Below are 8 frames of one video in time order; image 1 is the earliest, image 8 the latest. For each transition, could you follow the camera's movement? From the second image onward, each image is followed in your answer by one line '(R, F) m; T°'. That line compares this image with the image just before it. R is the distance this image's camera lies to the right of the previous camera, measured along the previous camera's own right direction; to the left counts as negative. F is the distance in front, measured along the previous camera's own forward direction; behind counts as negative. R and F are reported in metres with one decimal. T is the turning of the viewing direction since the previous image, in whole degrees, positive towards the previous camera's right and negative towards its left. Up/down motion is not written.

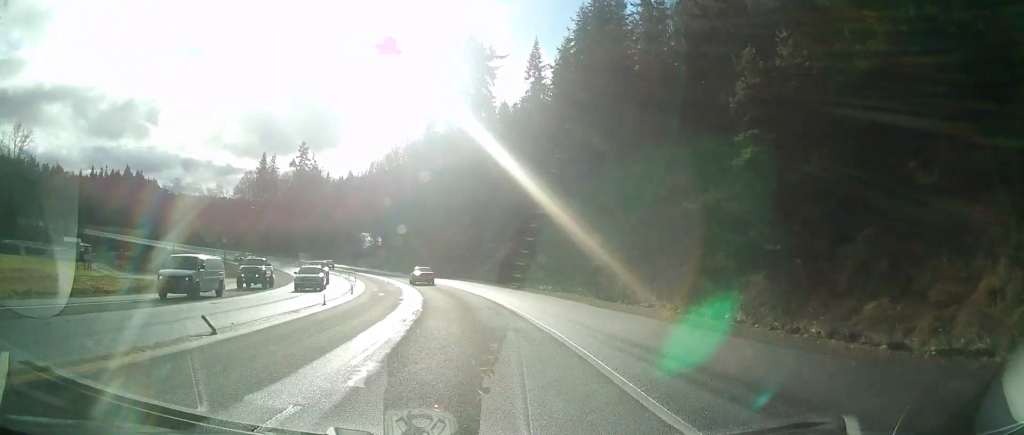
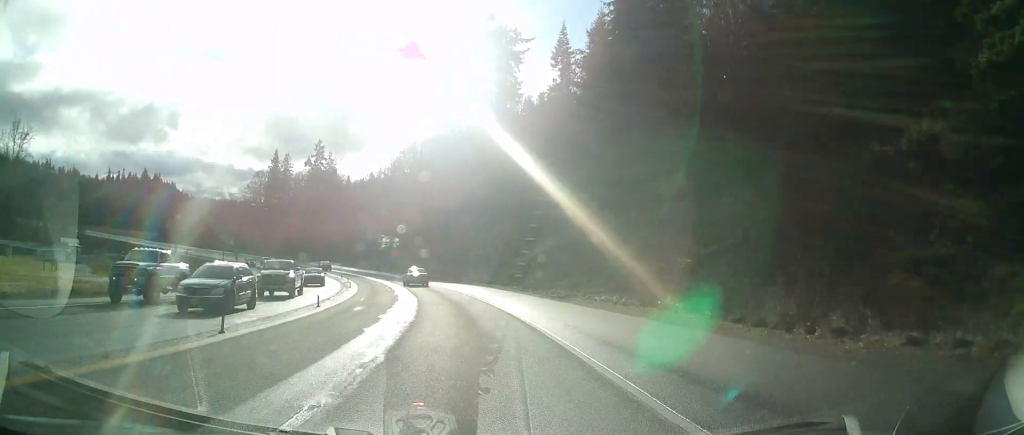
(-0.1, +13.1) m; -1°
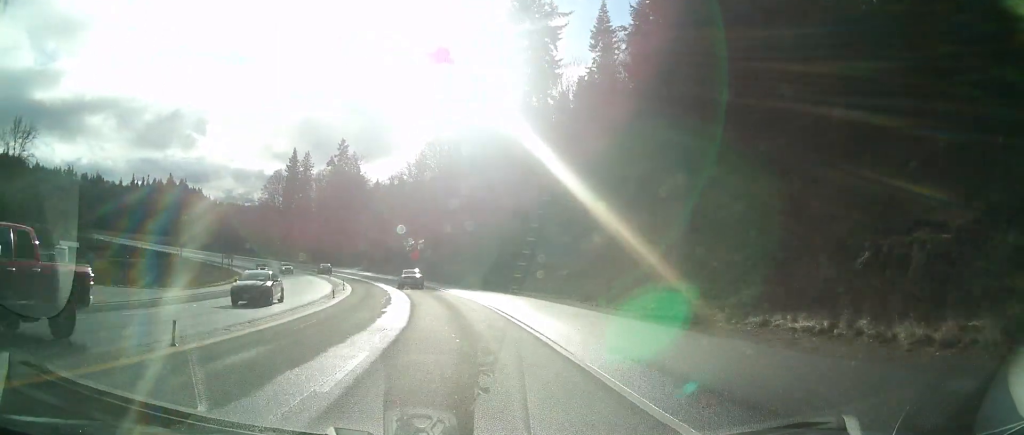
(-0.1, +15.5) m; -1°
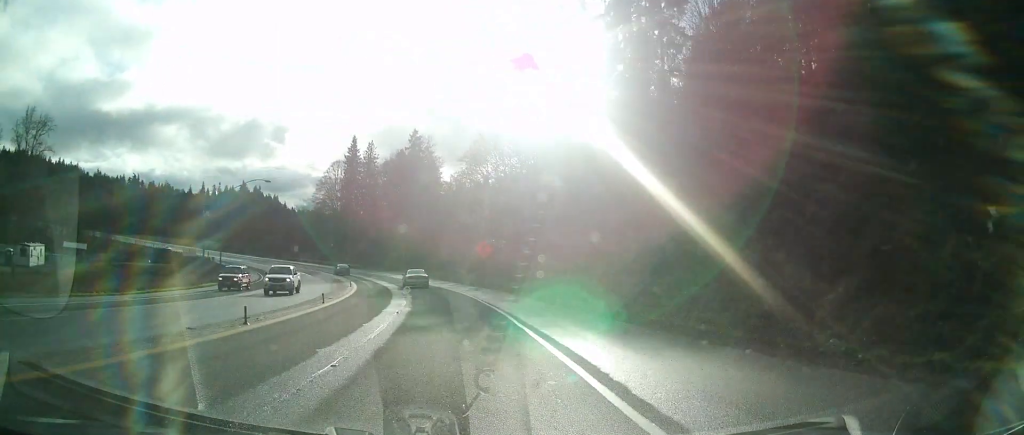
(-1.2, +32.5) m; -6°
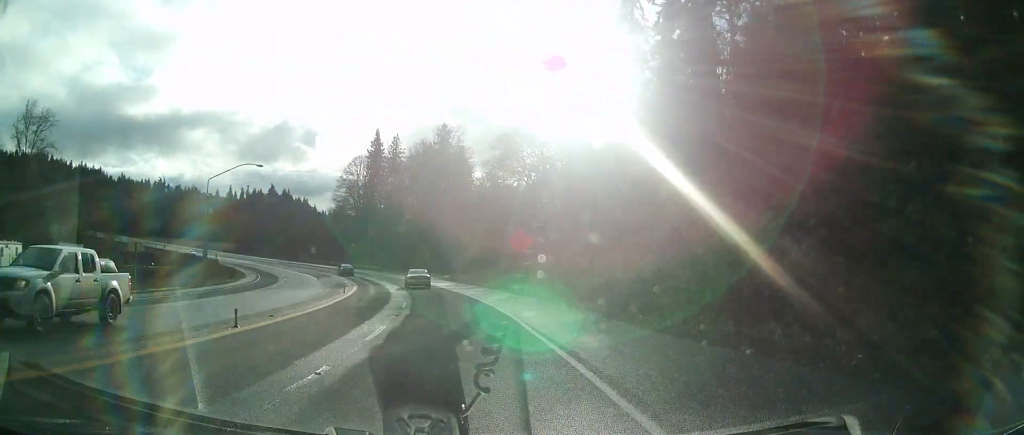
(-0.3, +13.9) m; -3°
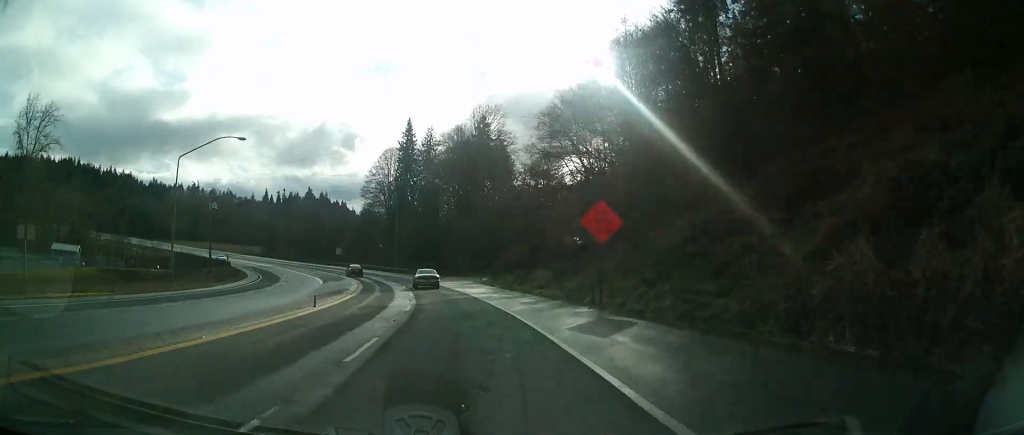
(-0.5, +15.3) m; -3°
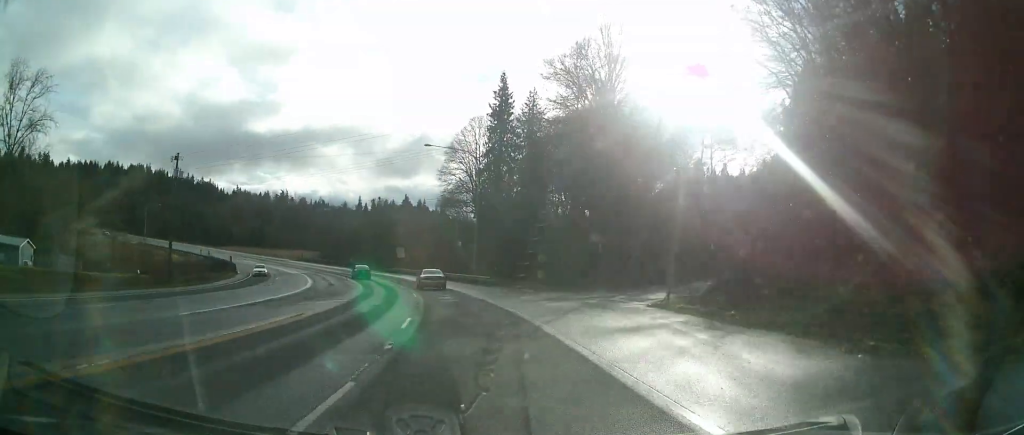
(-4.7, +42.7) m; -13°
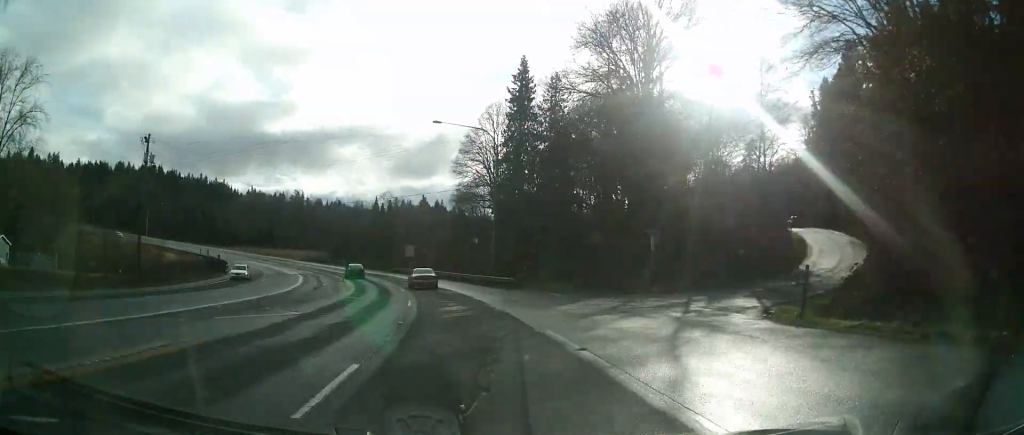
(-0.2, +10.1) m; -3°
